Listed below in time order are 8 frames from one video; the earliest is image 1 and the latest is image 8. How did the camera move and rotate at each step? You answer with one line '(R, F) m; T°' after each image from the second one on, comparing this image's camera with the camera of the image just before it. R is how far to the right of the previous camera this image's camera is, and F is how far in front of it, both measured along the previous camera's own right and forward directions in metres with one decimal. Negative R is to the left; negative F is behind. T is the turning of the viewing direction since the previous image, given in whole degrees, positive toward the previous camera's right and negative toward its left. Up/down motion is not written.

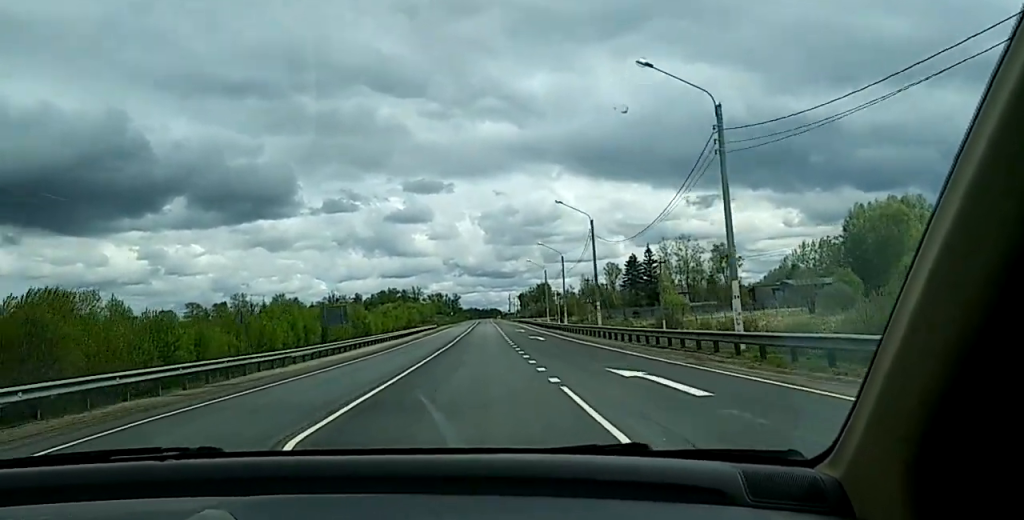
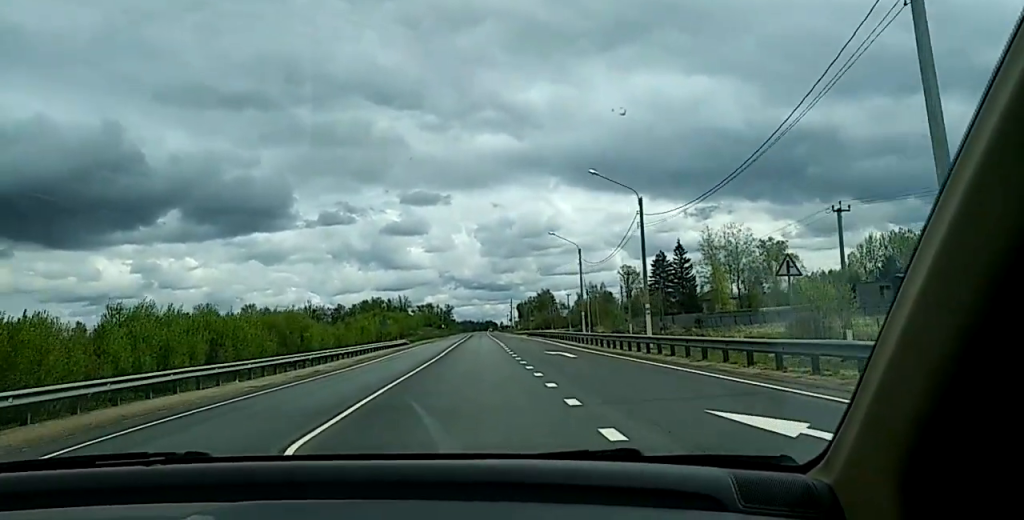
(-0.6, +48.1) m; -1°
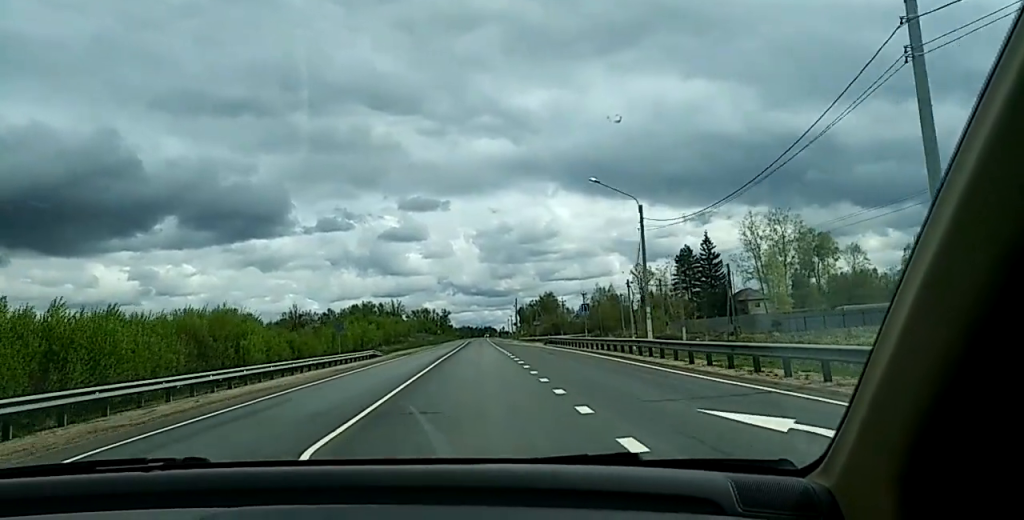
(-0.4, +28.1) m; 0°
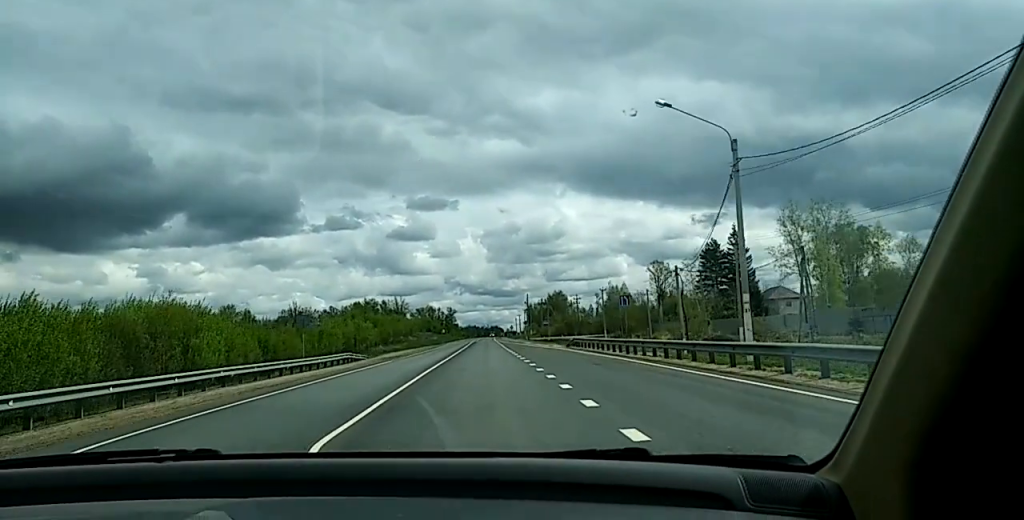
(+0.3, +15.8) m; +1°
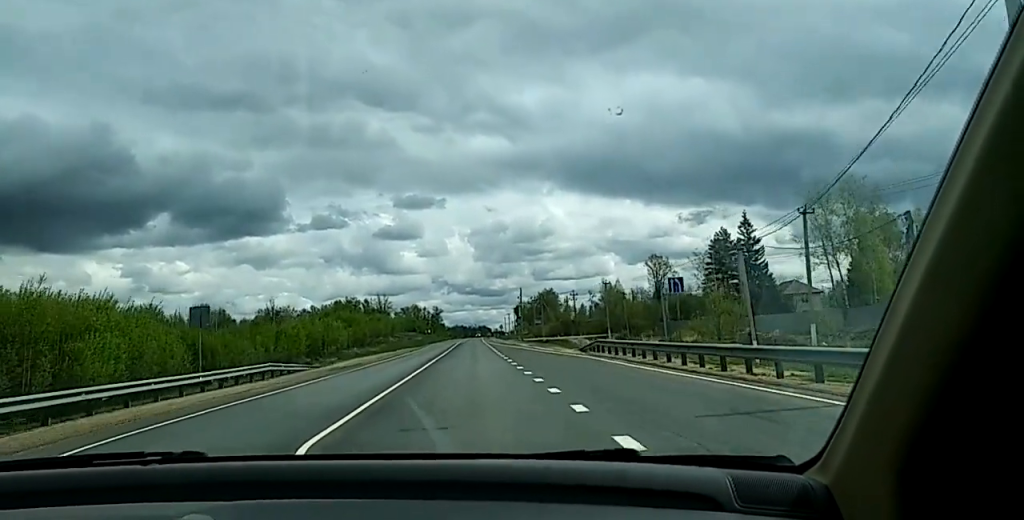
(+0.1, +16.9) m; +1°
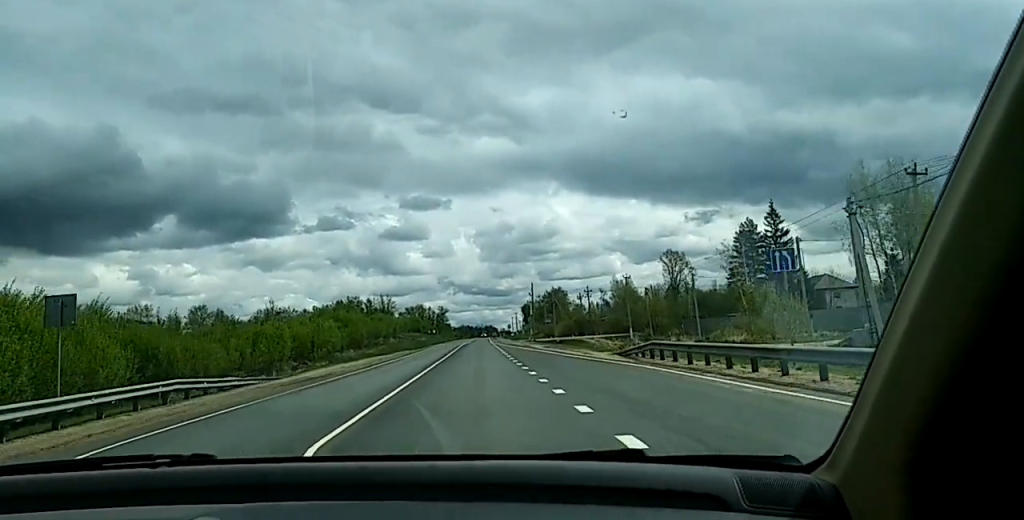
(-0.1, +12.3) m; +1°
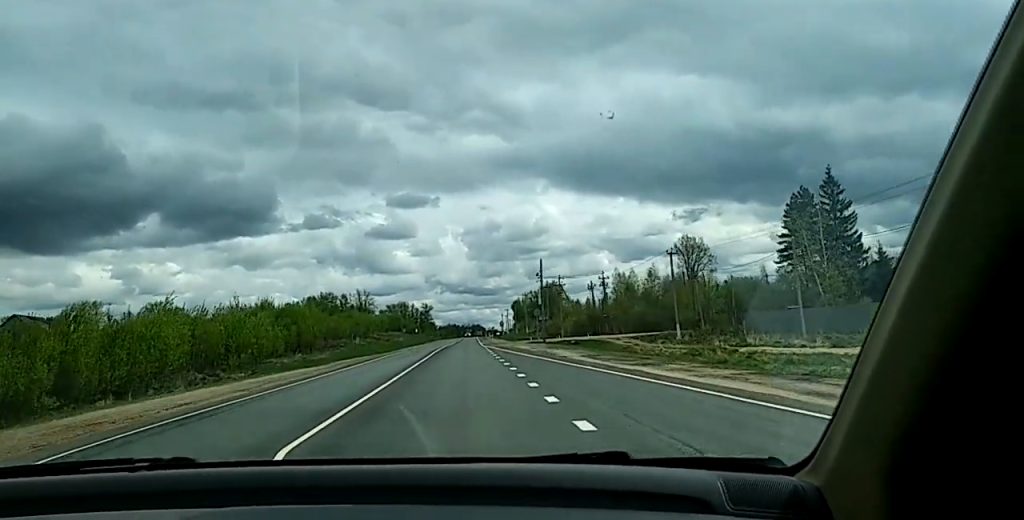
(+0.5, +30.5) m; 0°
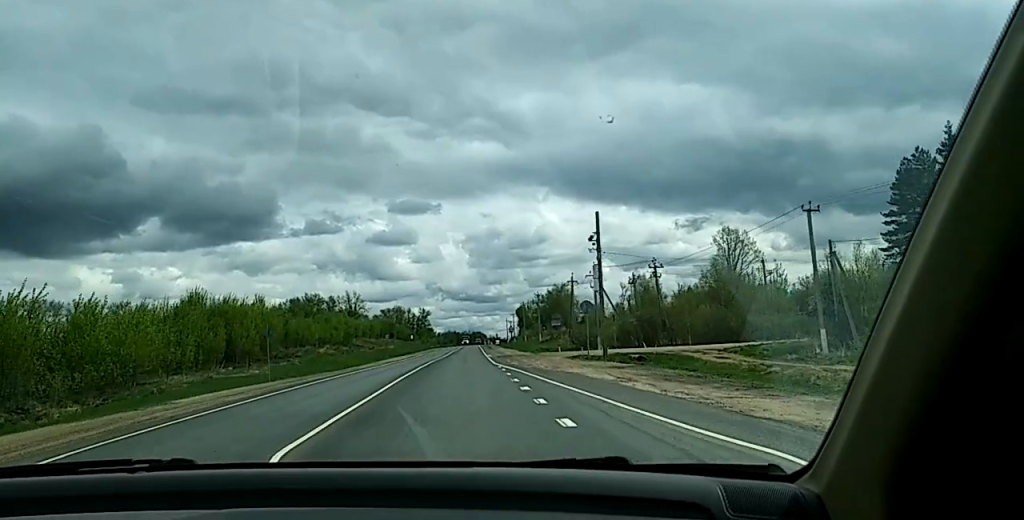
(-0.6, +30.9) m; -1°
